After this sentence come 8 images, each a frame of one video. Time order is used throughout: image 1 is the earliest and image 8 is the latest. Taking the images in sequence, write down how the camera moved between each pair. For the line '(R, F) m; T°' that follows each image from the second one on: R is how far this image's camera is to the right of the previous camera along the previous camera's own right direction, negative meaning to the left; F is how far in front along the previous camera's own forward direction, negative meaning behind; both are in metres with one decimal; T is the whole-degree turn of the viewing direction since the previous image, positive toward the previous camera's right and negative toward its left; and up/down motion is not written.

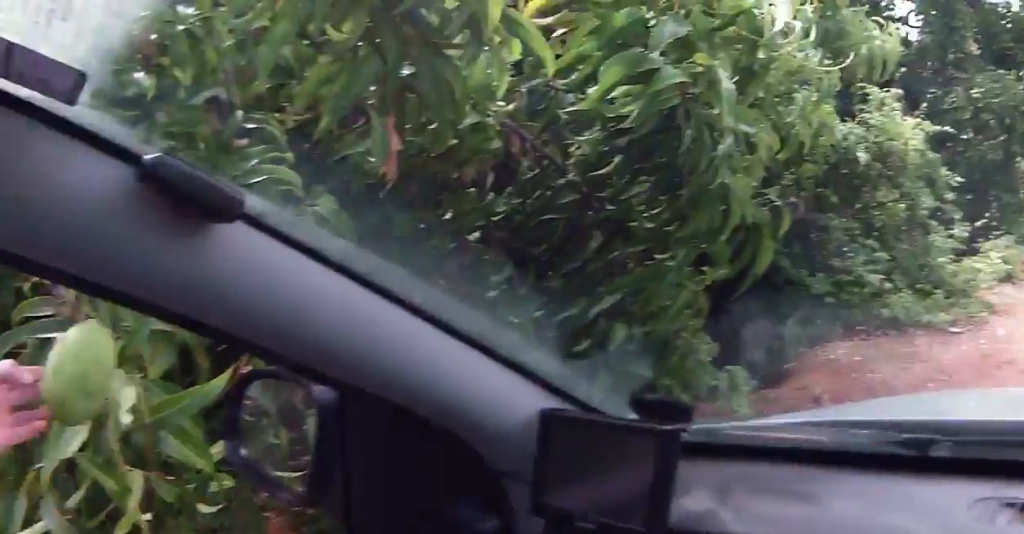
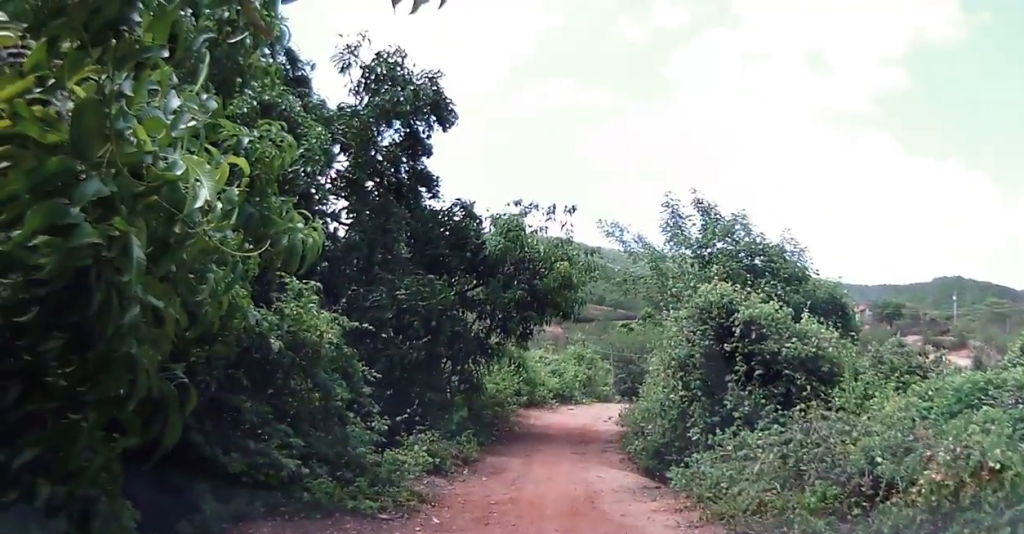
(-0.1, +0.2) m; 0°
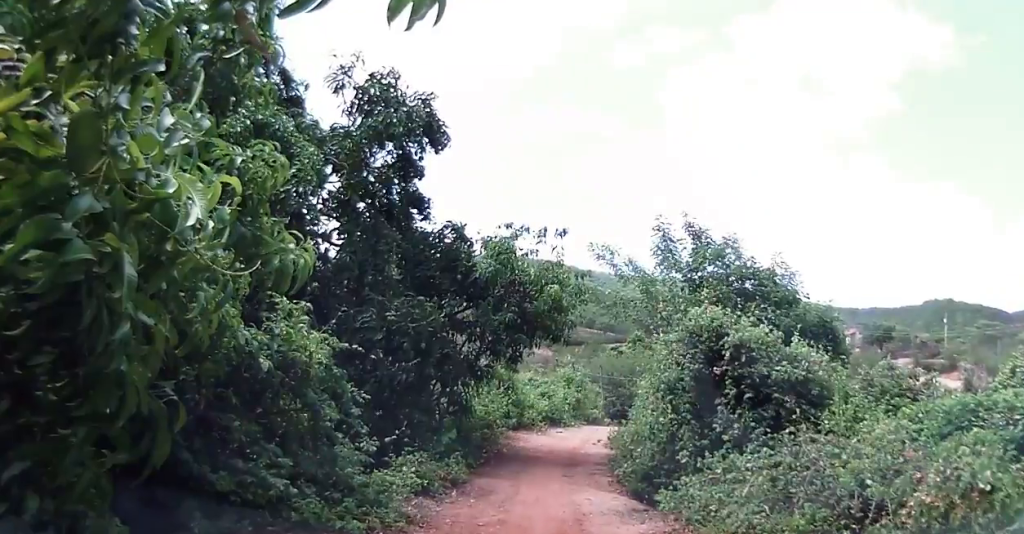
(0.0, 0.0) m; 0°
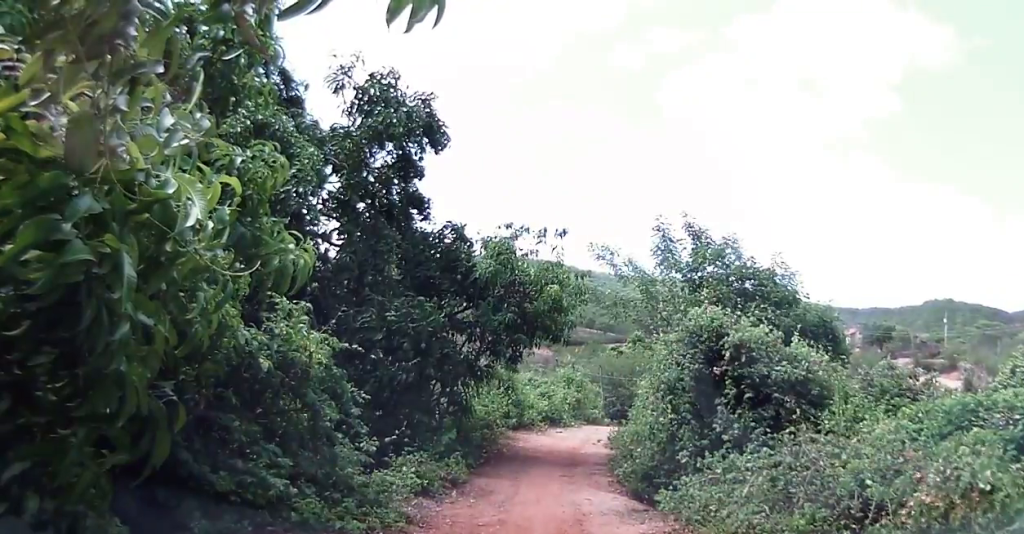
(0.0, 0.0) m; 0°
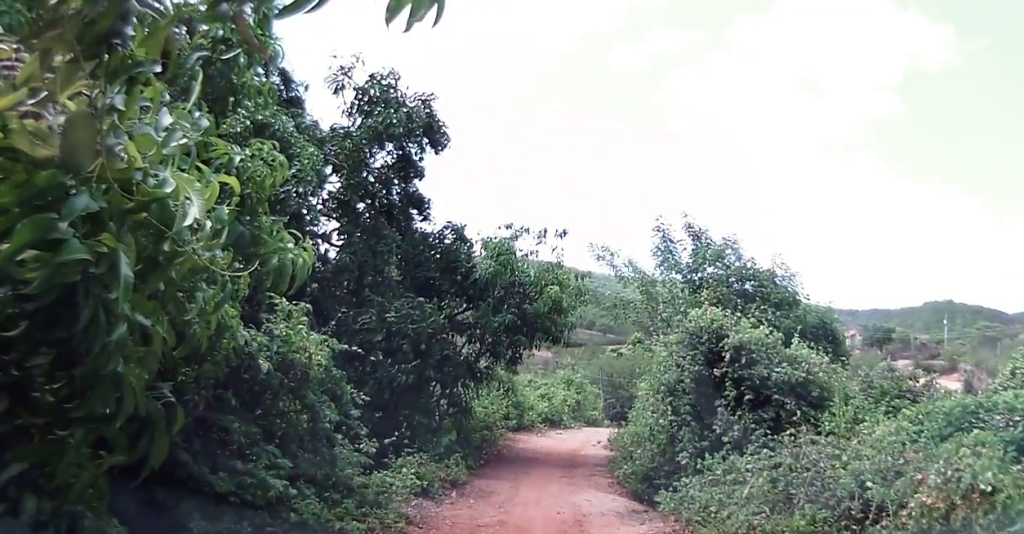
(0.0, 0.0) m; 0°
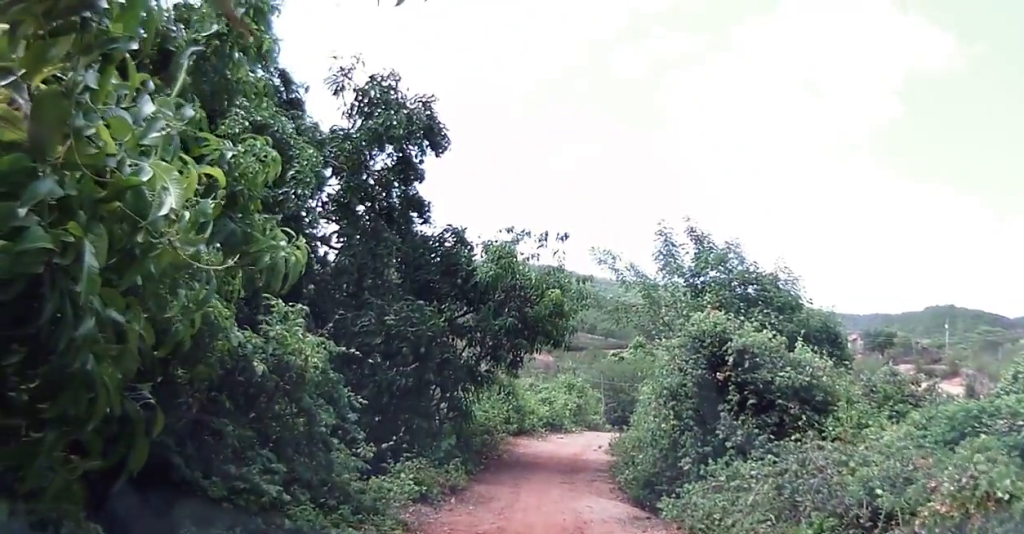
(0.0, 0.0) m; 0°
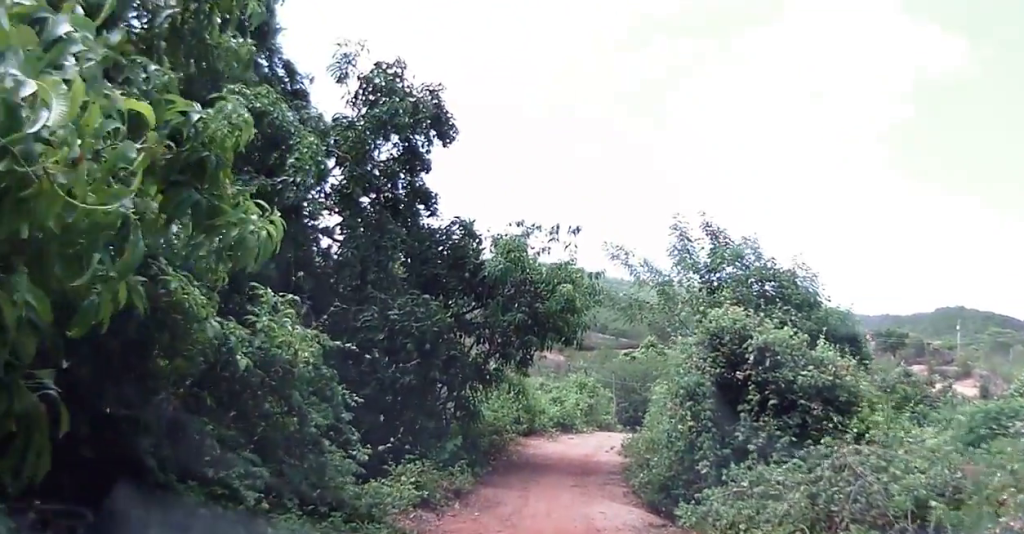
(0.0, +0.2) m; 0°
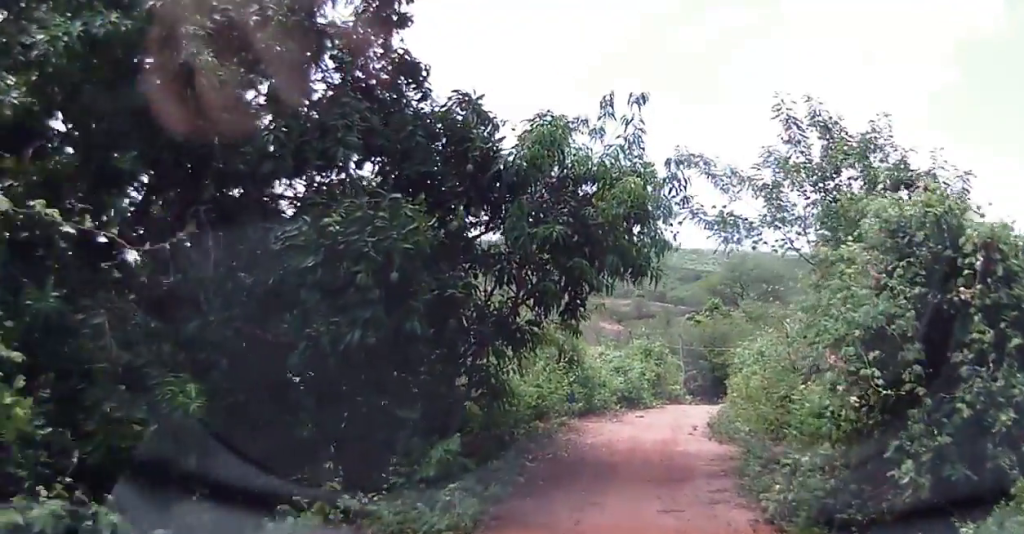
(+0.3, +4.2) m; +7°
